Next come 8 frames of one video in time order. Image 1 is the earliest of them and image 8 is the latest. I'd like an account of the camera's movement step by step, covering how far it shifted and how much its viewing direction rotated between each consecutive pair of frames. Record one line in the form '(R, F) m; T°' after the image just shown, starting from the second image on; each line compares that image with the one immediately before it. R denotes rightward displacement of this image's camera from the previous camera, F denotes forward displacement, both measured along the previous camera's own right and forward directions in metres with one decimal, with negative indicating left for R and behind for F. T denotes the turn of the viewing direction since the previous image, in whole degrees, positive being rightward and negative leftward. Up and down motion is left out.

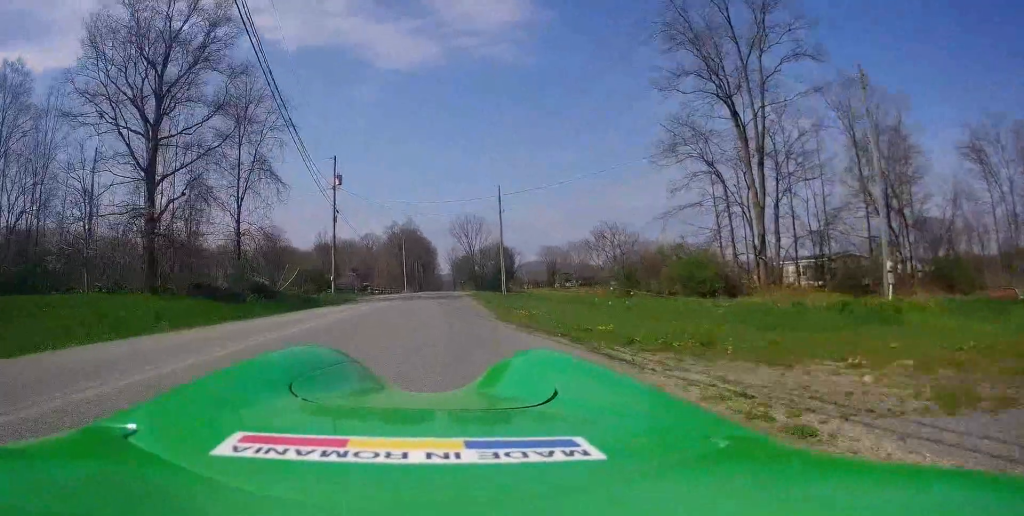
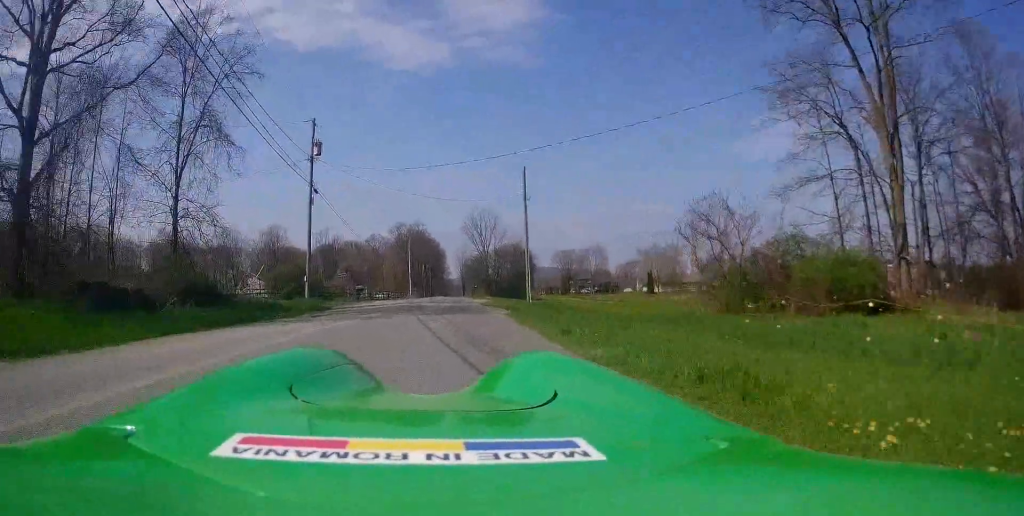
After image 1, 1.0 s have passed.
(+0.4, +10.9) m; -2°
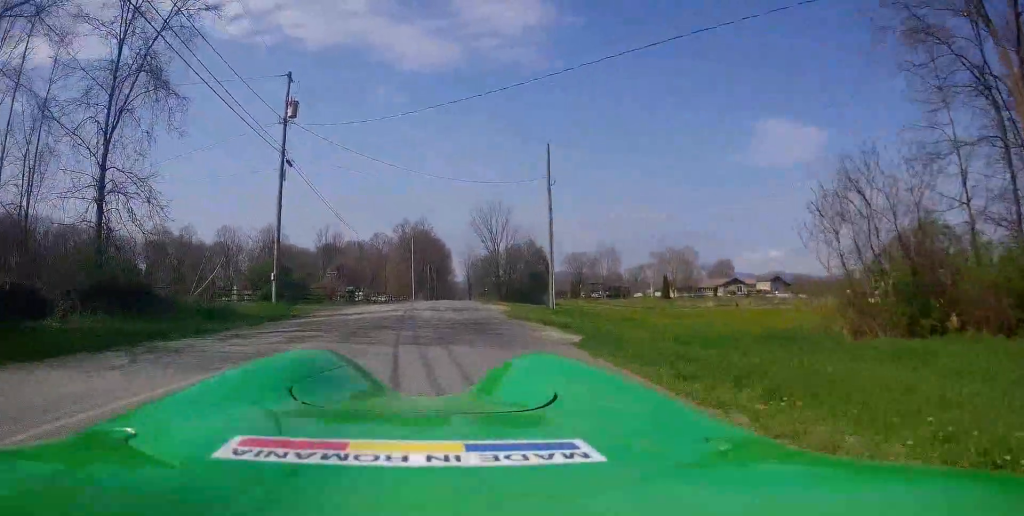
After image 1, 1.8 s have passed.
(-0.6, +7.8) m; -2°
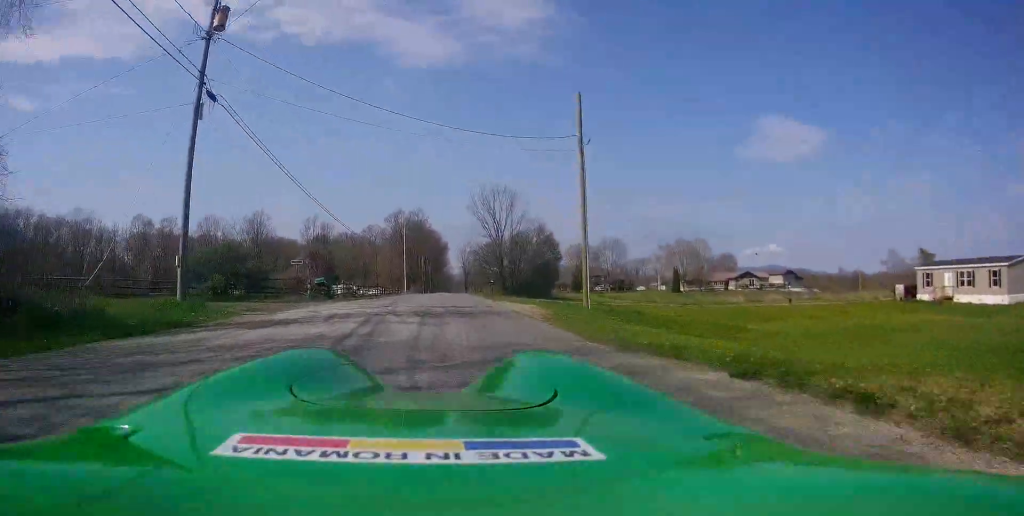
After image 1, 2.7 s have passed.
(0.0, +9.6) m; +1°
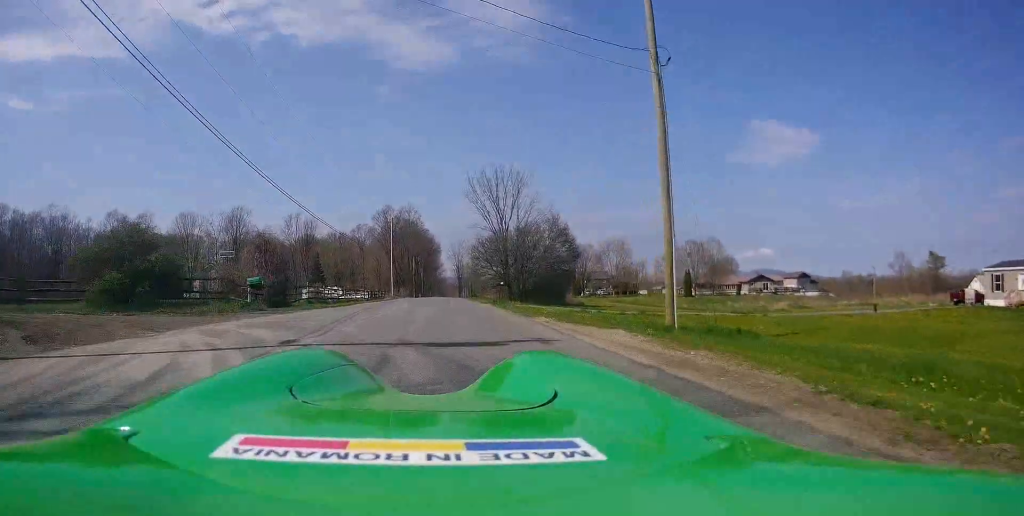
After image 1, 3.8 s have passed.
(+0.2, +11.3) m; +2°
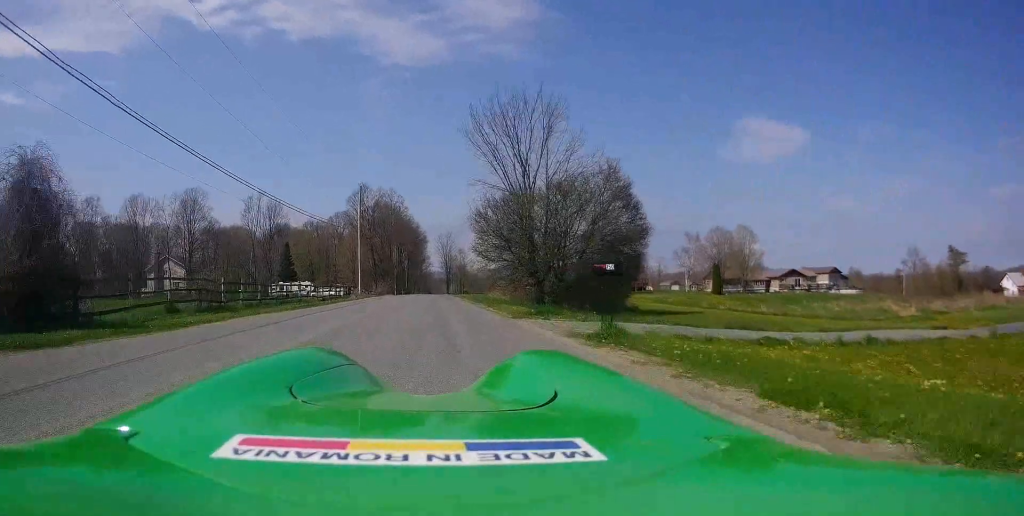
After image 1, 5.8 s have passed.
(+0.2, +20.1) m; -1°
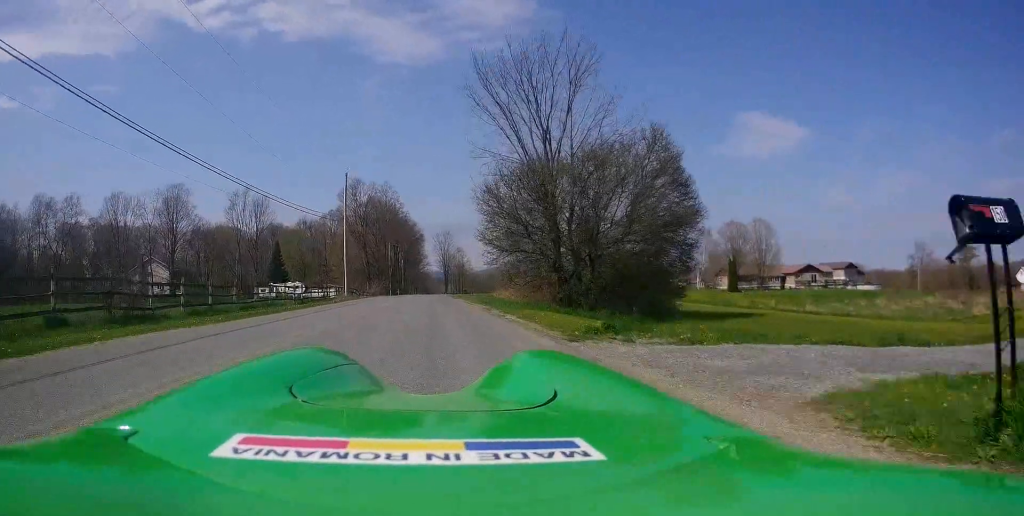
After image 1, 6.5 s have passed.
(-0.1, +7.3) m; 0°
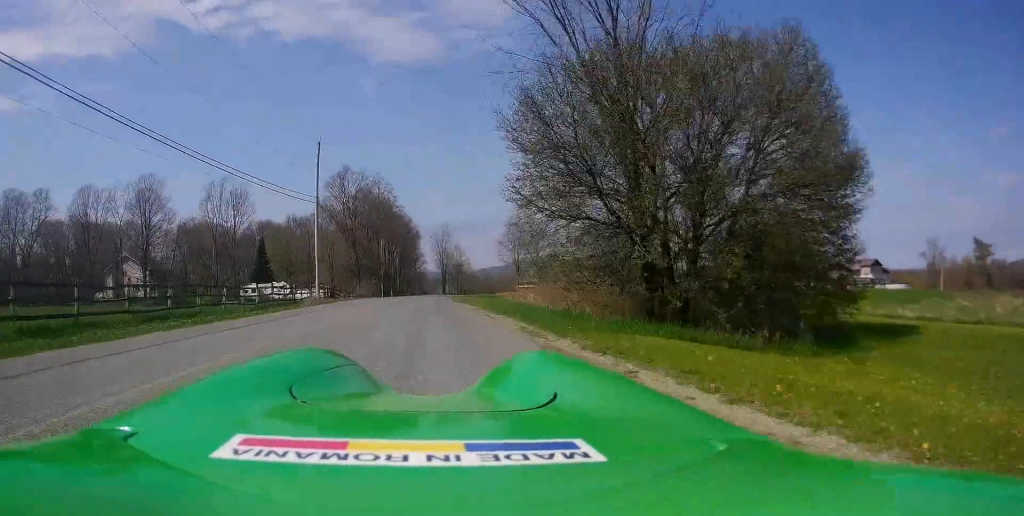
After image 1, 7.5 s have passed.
(+0.2, +10.7) m; +2°
